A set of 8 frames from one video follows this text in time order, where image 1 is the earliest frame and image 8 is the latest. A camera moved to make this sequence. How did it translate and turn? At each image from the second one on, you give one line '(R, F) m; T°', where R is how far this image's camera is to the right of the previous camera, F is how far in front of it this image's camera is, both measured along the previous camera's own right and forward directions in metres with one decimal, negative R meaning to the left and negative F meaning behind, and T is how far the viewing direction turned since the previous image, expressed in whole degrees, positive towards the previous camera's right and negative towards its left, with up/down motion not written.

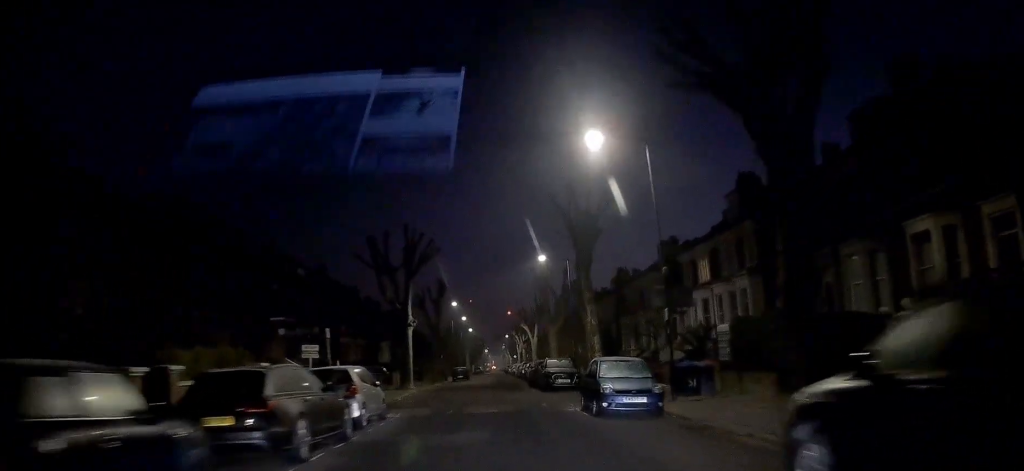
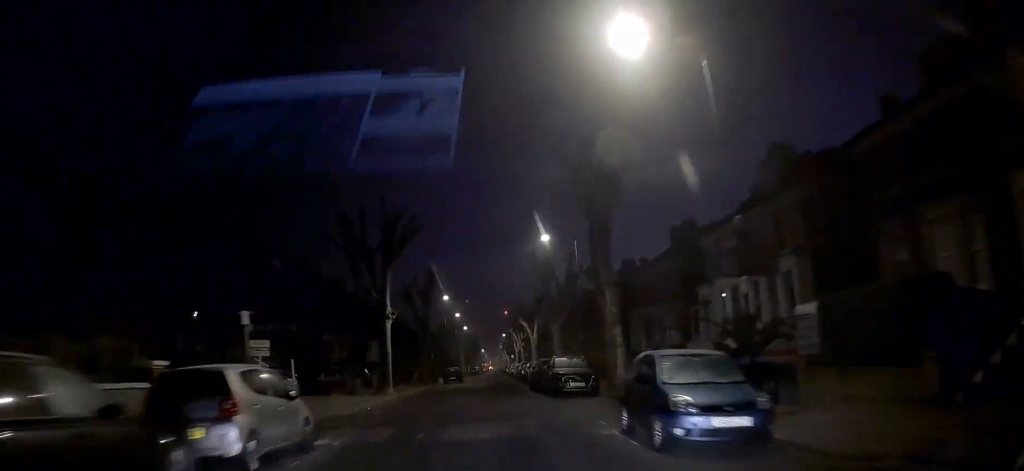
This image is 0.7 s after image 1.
(+0.1, +6.4) m; +1°
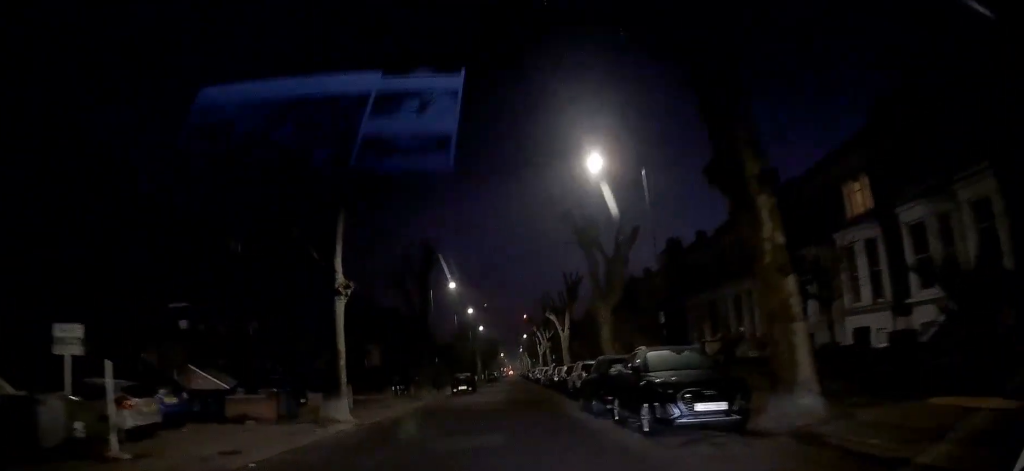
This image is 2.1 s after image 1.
(-0.1, +13.5) m; -2°
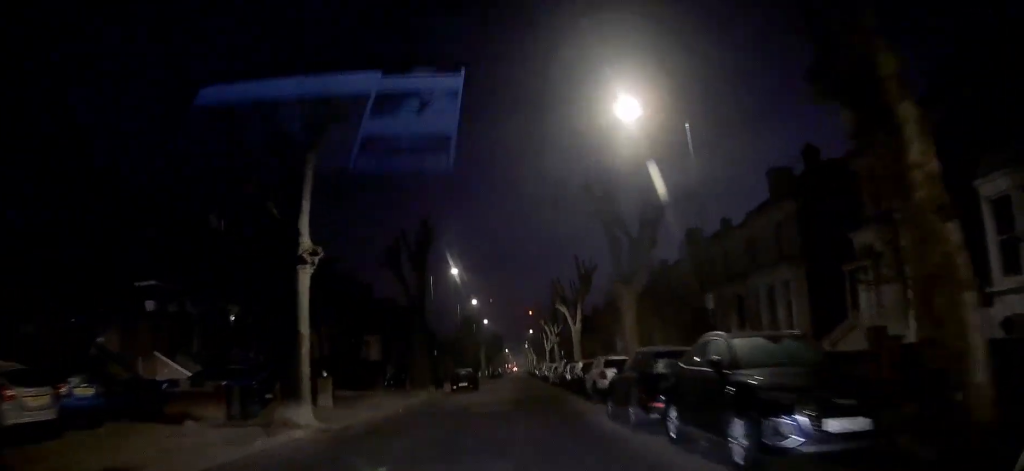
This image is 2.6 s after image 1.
(0.0, +4.4) m; -1°
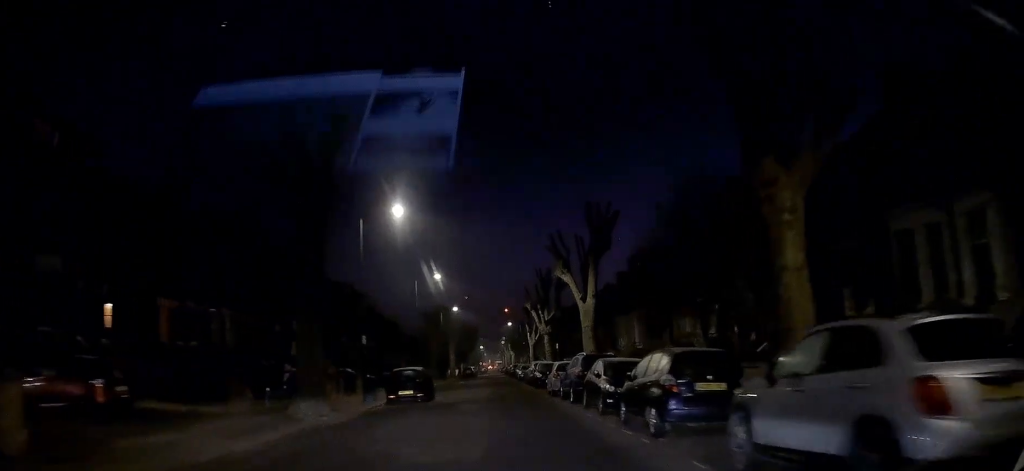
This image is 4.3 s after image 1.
(+0.1, +16.6) m; +3°
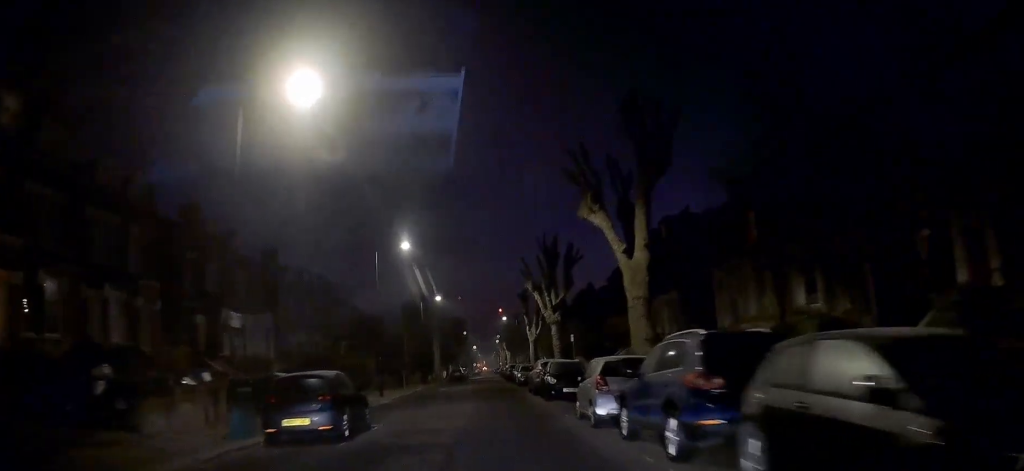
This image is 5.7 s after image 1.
(+0.1, +12.8) m; +1°
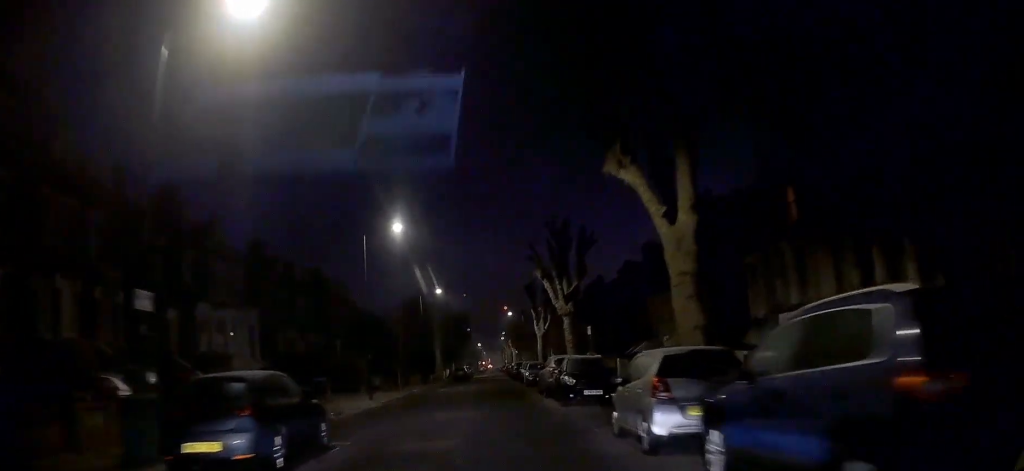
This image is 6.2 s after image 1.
(0.0, +4.3) m; +1°
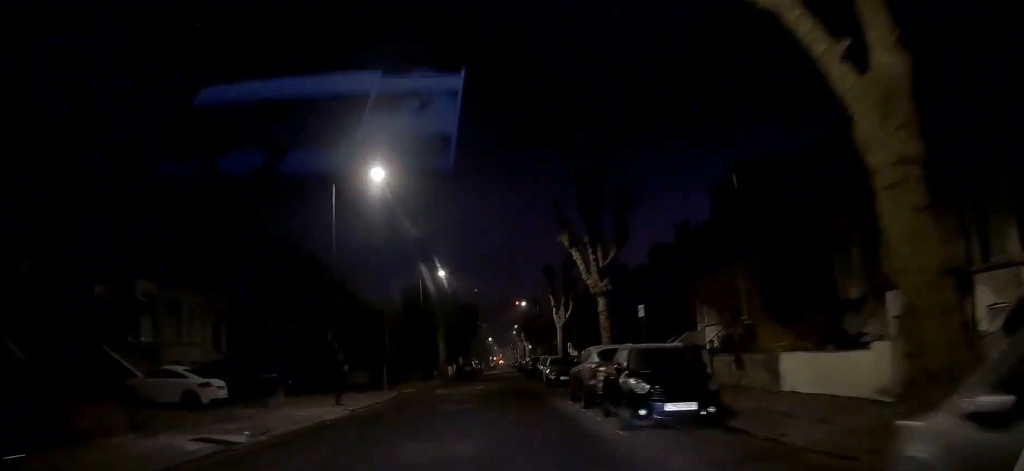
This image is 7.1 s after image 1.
(+0.1, +8.1) m; 0°
